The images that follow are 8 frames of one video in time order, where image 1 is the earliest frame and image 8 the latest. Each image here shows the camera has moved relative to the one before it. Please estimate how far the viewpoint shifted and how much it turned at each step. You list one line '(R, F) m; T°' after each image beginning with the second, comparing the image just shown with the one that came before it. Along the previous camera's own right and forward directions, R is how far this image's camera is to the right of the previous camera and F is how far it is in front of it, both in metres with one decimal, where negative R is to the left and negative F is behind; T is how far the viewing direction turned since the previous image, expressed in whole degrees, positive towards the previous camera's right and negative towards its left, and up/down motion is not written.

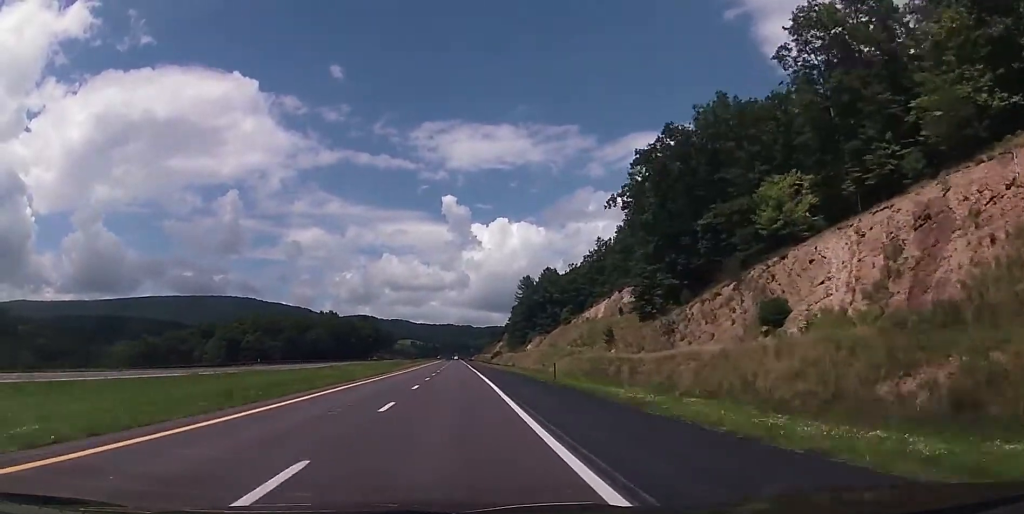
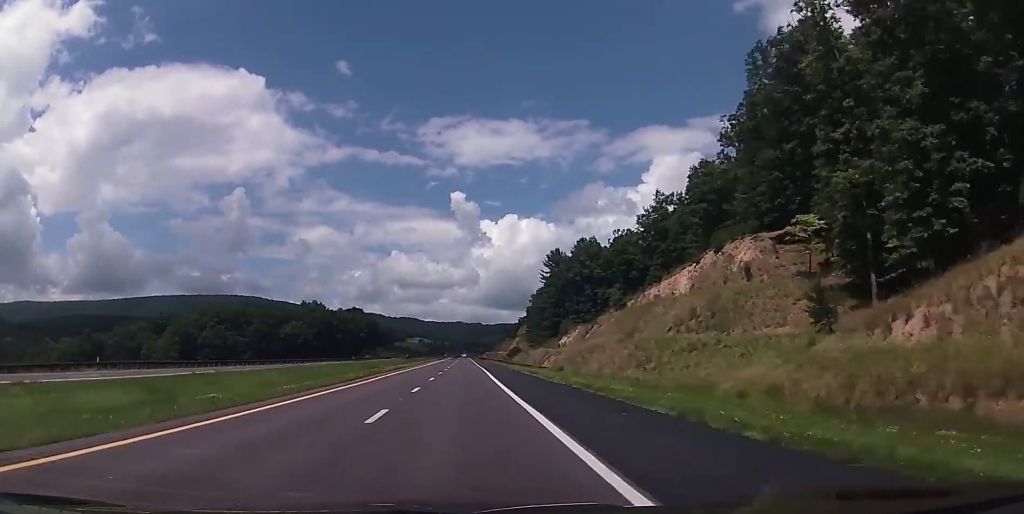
(-0.2, +52.3) m; -1°
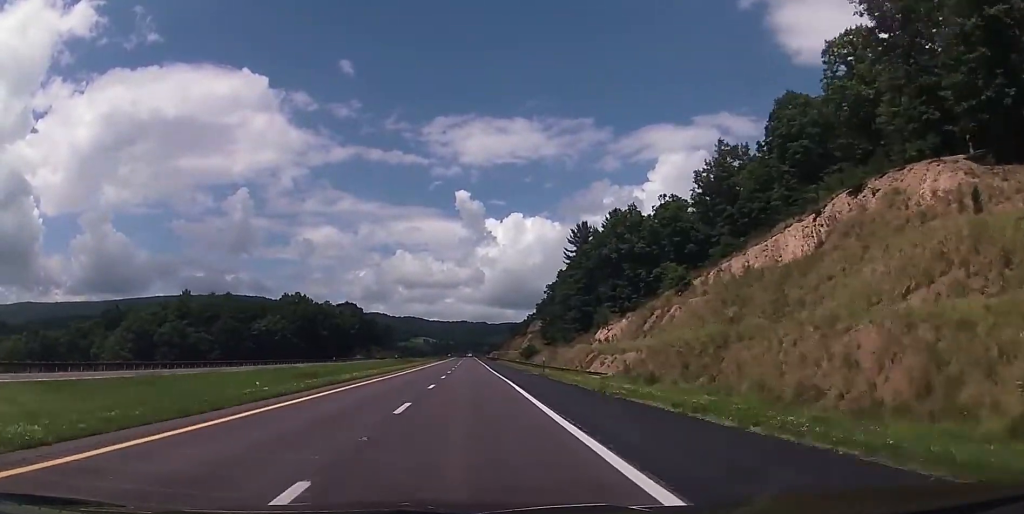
(-0.2, +34.6) m; -1°
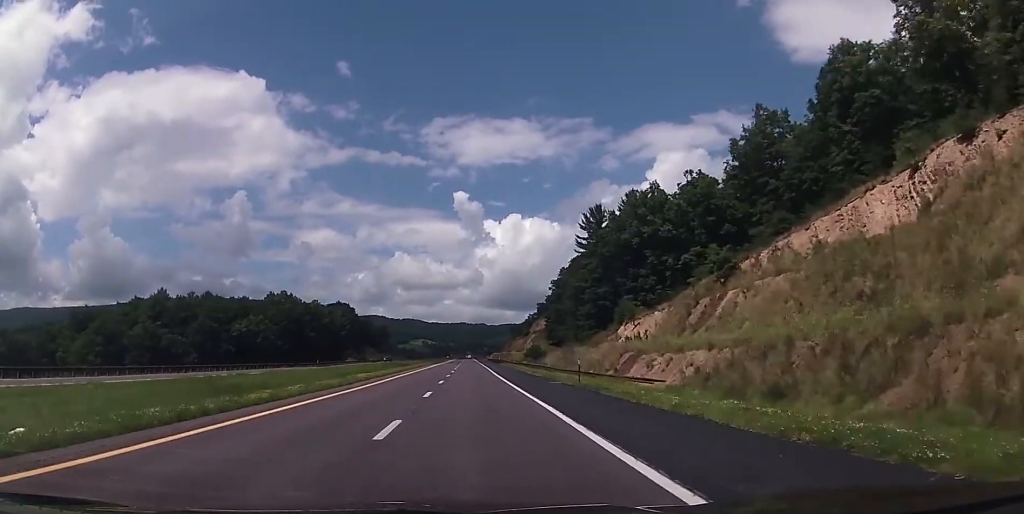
(-0.1, +16.7) m; 0°
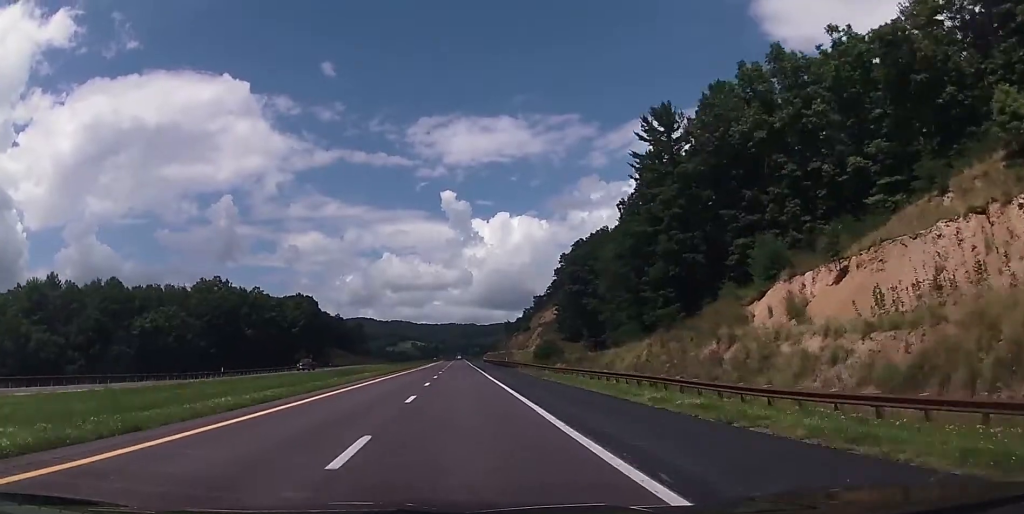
(+0.1, +51.3) m; 0°
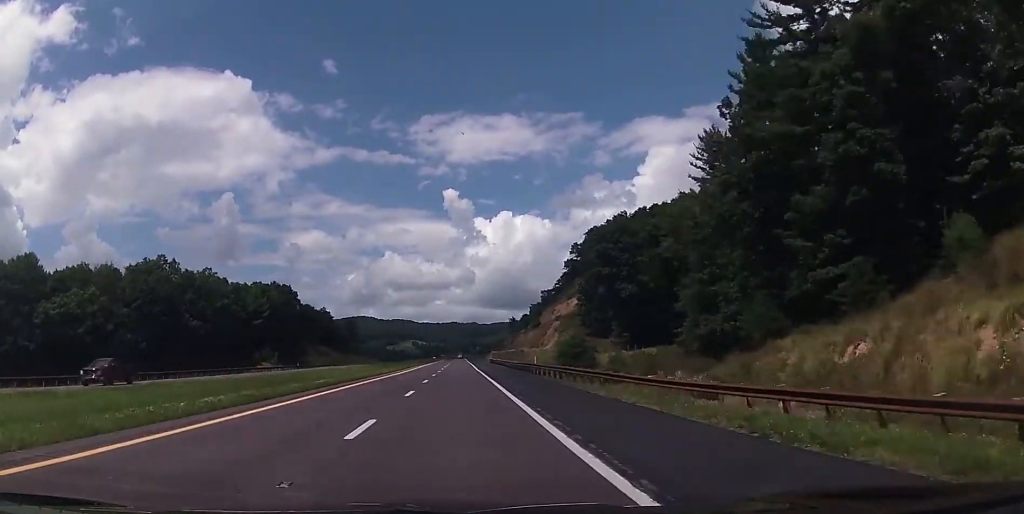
(0.0, +33.3) m; 0°
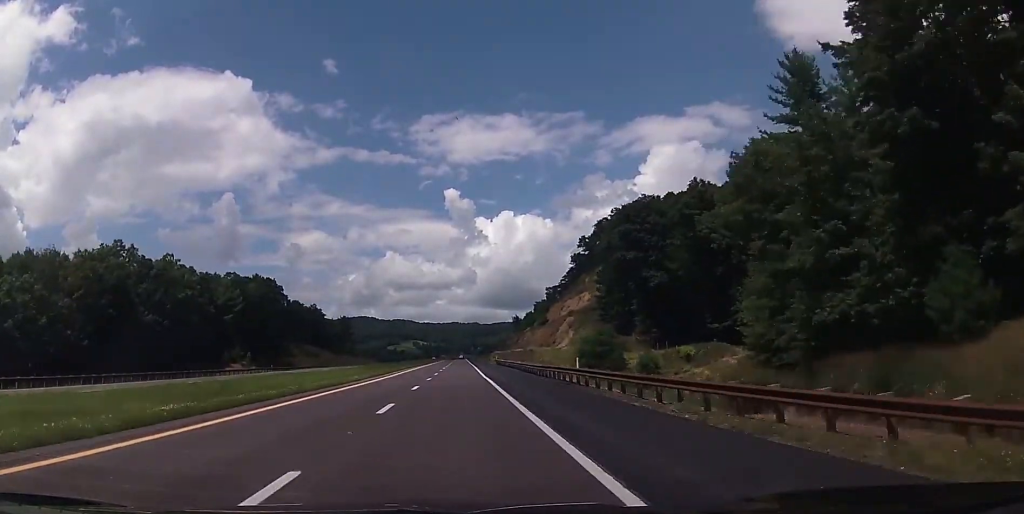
(+0.3, +18.9) m; 0°
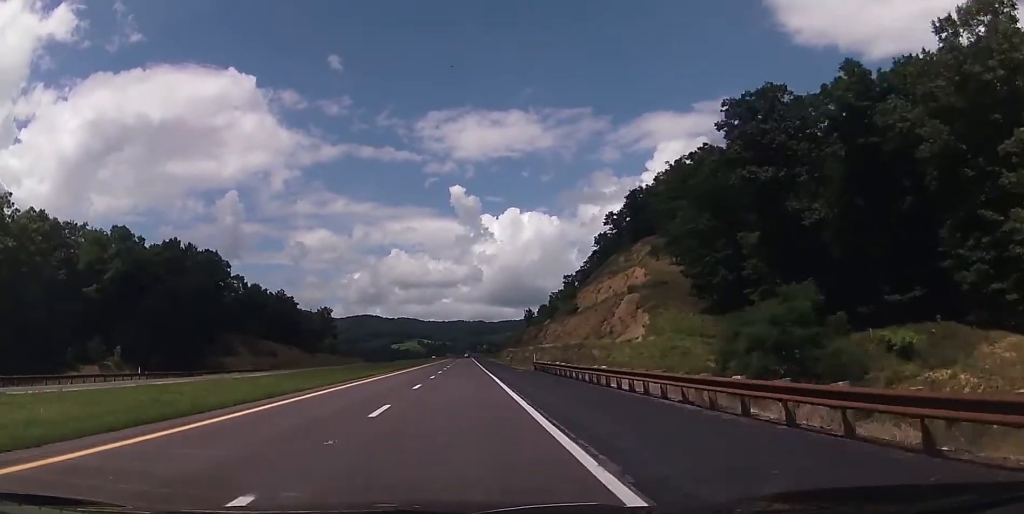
(-0.7, +49.9) m; 0°
